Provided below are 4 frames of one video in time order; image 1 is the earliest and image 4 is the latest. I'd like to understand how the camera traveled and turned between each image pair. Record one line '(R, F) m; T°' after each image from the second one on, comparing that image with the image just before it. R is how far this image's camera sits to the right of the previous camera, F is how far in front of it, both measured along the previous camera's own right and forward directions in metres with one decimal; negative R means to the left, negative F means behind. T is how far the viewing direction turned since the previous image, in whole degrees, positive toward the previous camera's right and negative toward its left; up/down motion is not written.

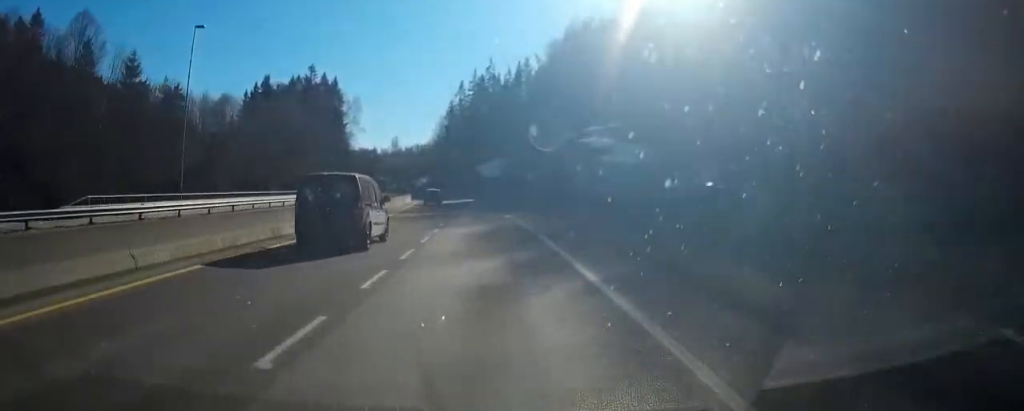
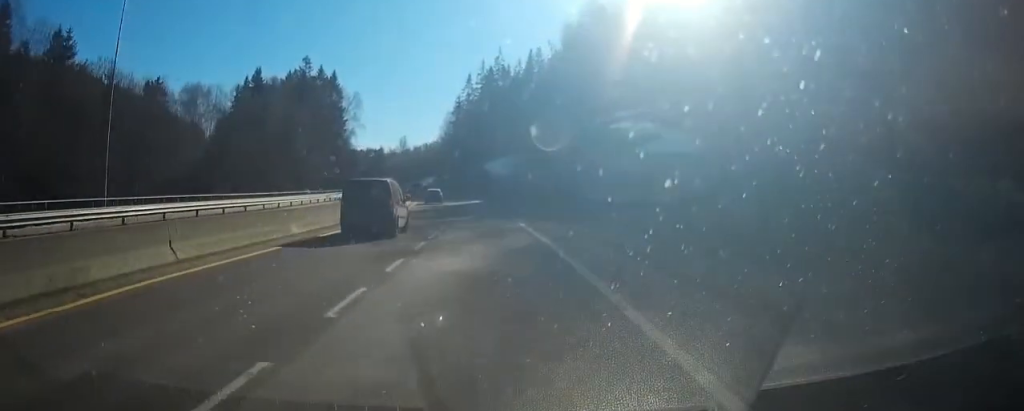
(-0.1, +10.2) m; -1°
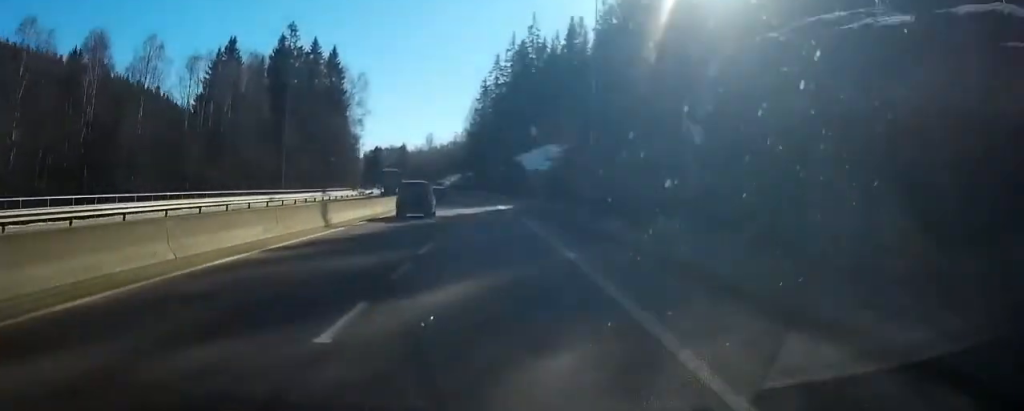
(-0.7, +25.7) m; -3°
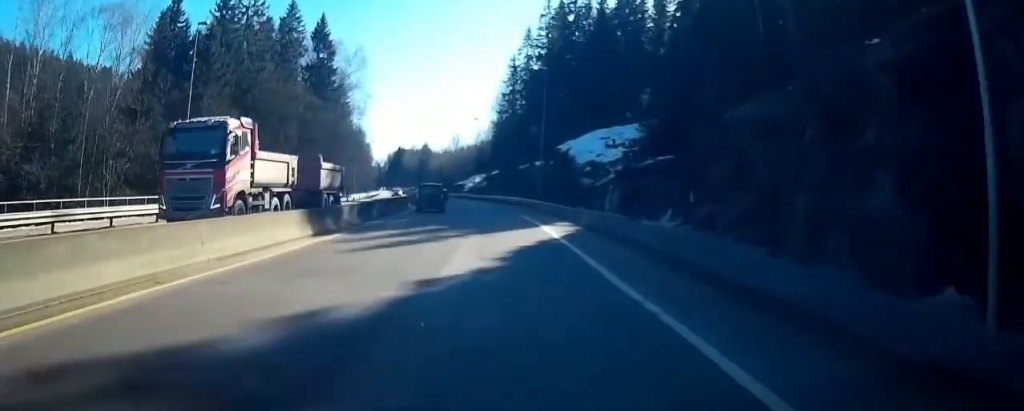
(-0.2, +26.3) m; -1°
